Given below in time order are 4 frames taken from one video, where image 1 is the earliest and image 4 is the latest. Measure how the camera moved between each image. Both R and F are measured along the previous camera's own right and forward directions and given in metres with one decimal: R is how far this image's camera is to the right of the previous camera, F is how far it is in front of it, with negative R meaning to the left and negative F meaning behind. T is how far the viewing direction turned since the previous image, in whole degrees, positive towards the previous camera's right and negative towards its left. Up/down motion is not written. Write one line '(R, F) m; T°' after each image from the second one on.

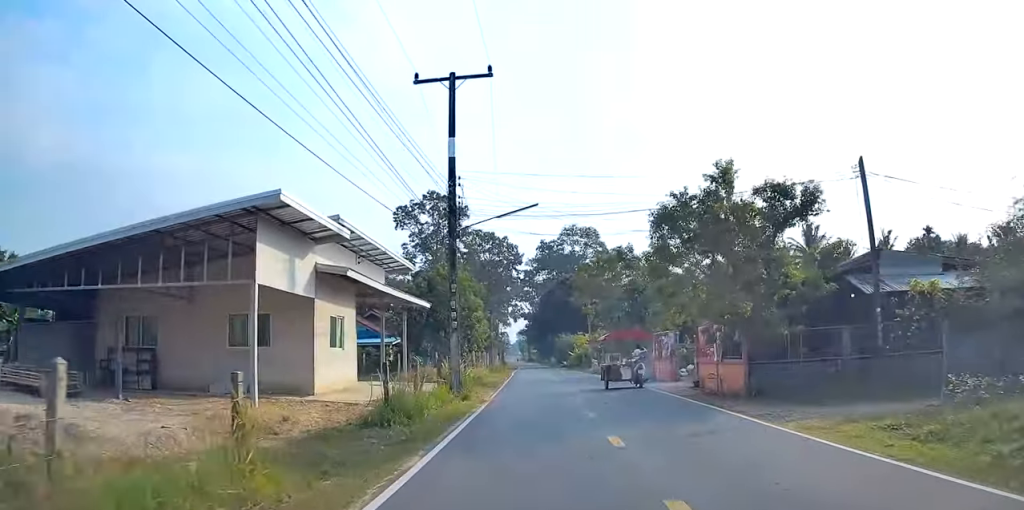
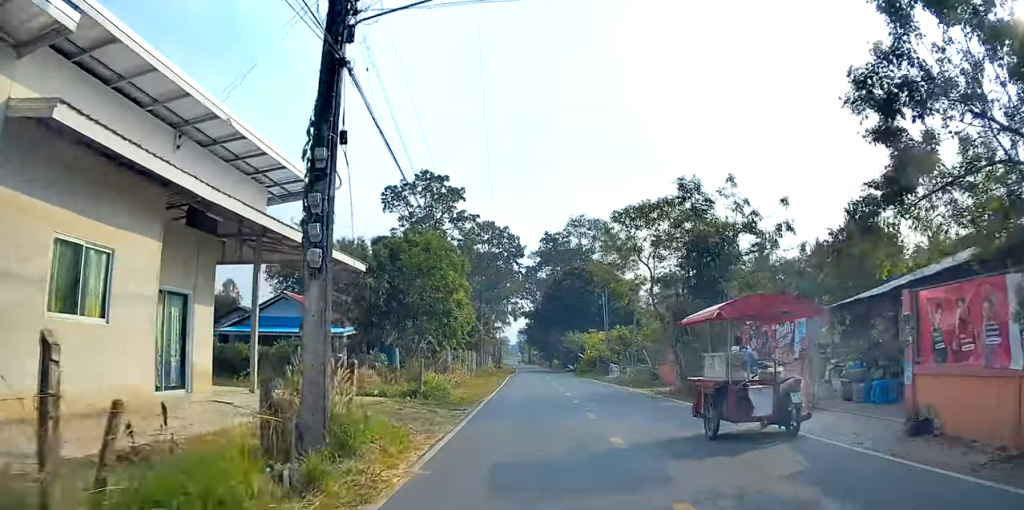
(-0.3, +13.6) m; -2°
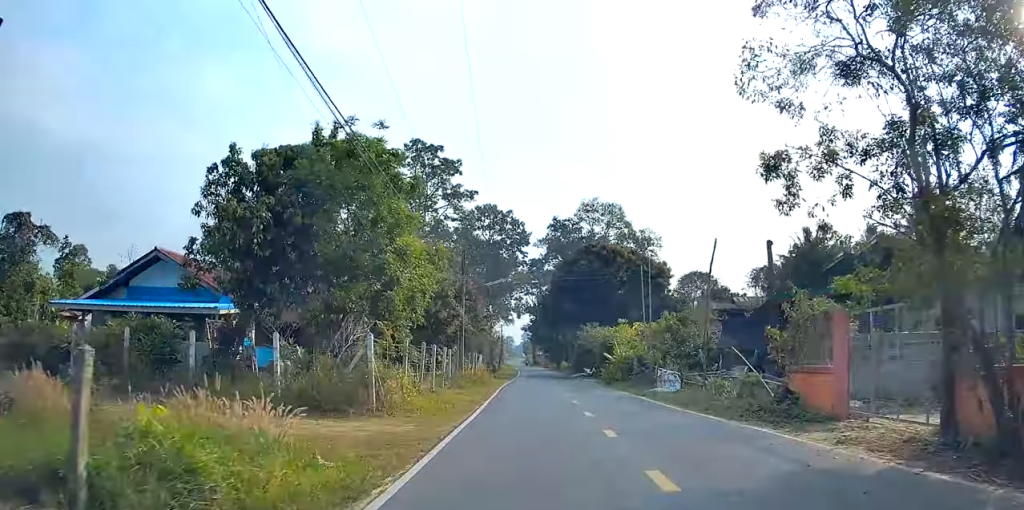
(-0.2, +15.5) m; -1°
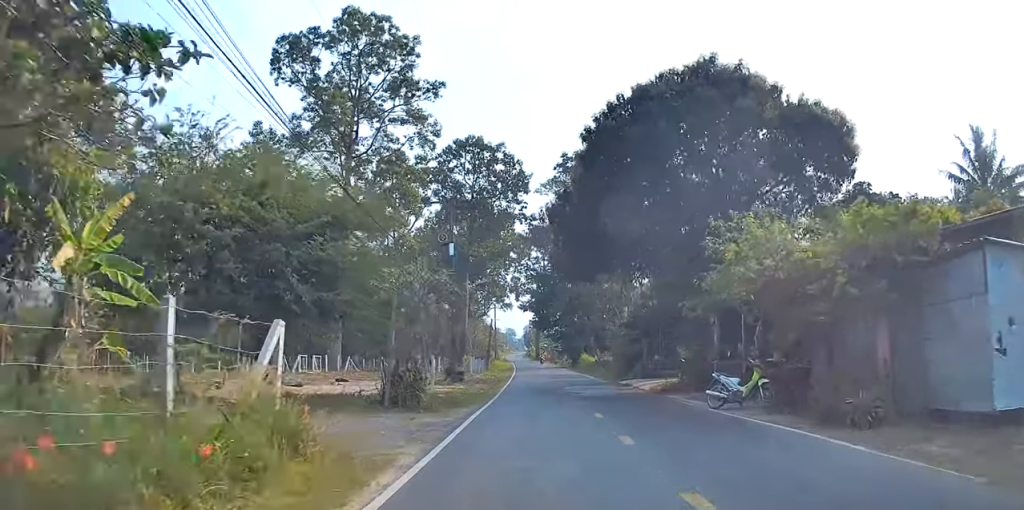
(-0.3, +35.4) m; +1°
